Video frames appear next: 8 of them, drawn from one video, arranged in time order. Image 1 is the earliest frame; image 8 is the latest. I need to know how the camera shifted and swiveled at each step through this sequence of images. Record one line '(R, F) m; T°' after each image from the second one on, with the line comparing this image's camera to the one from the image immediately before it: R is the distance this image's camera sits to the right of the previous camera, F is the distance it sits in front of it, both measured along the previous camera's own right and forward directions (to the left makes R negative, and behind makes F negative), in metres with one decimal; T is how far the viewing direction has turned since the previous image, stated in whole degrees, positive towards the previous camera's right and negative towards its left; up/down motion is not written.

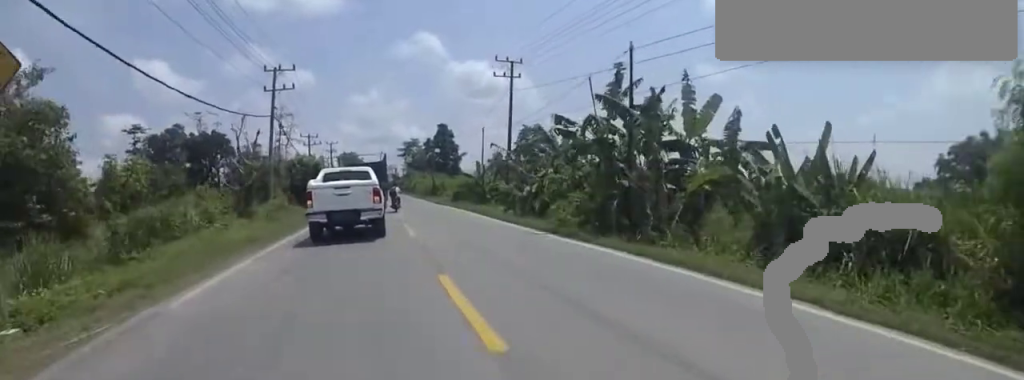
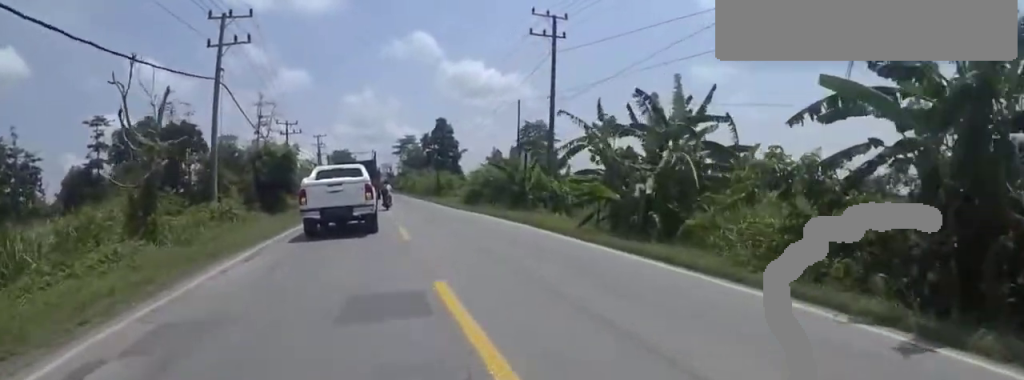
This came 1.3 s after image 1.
(+1.2, +9.7) m; +1°
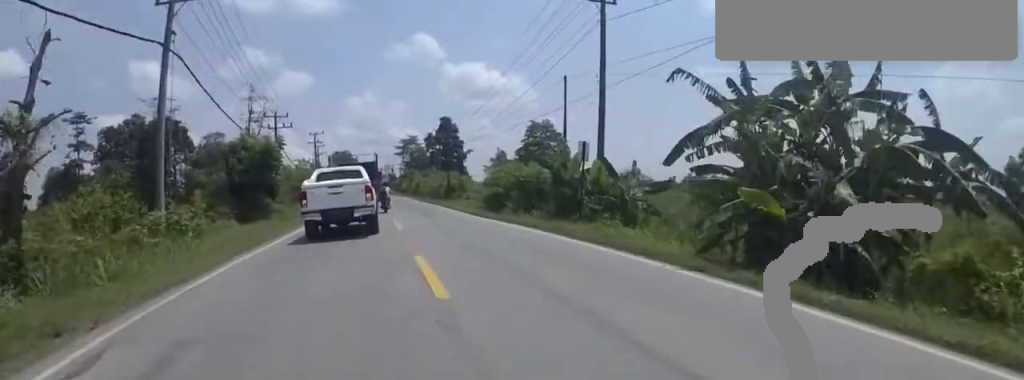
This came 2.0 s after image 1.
(-0.3, +5.5) m; -4°
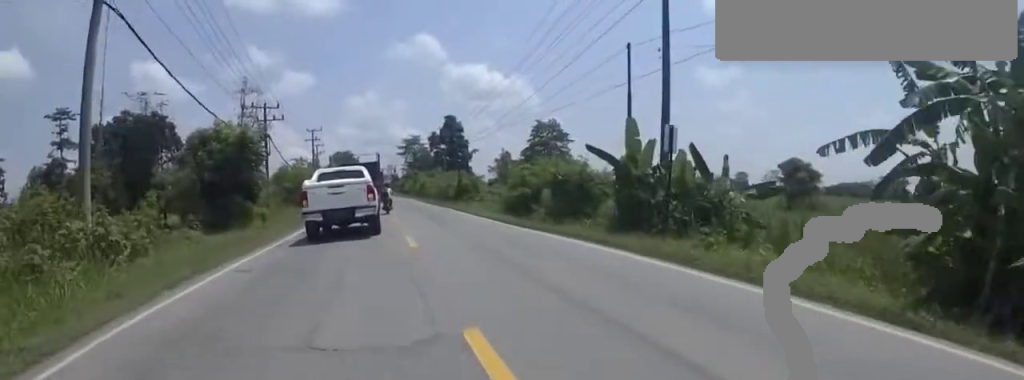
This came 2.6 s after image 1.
(-0.6, +4.3) m; -1°
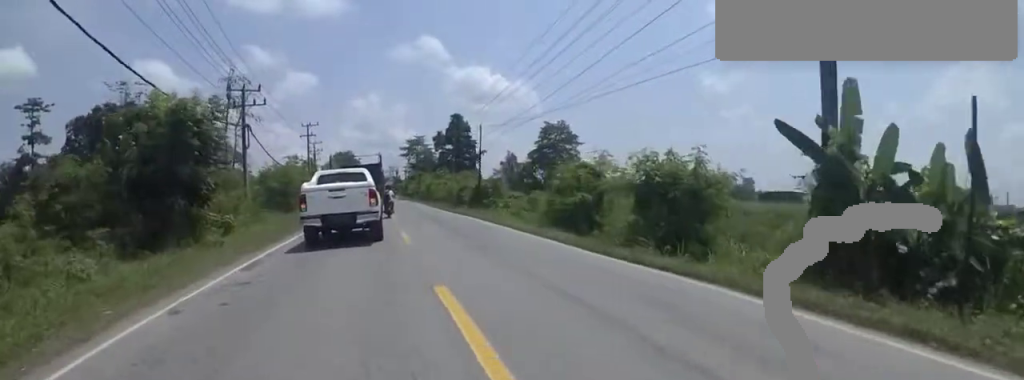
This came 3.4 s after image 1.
(+0.6, +5.8) m; +6°
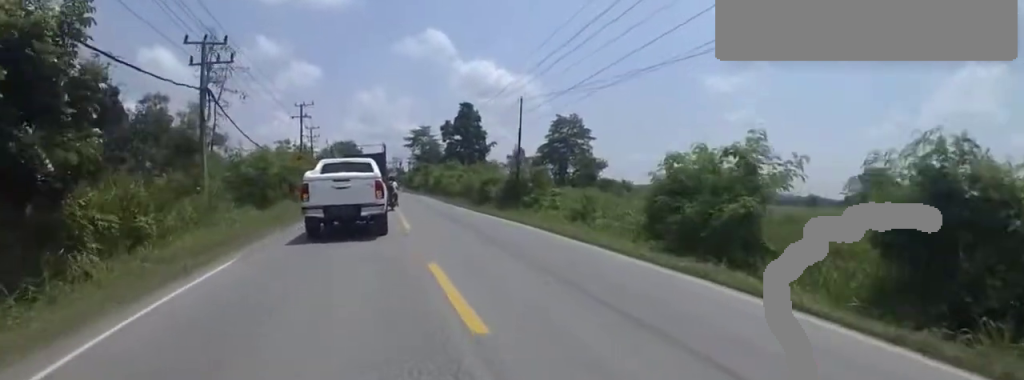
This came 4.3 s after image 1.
(+0.4, +6.9) m; -3°
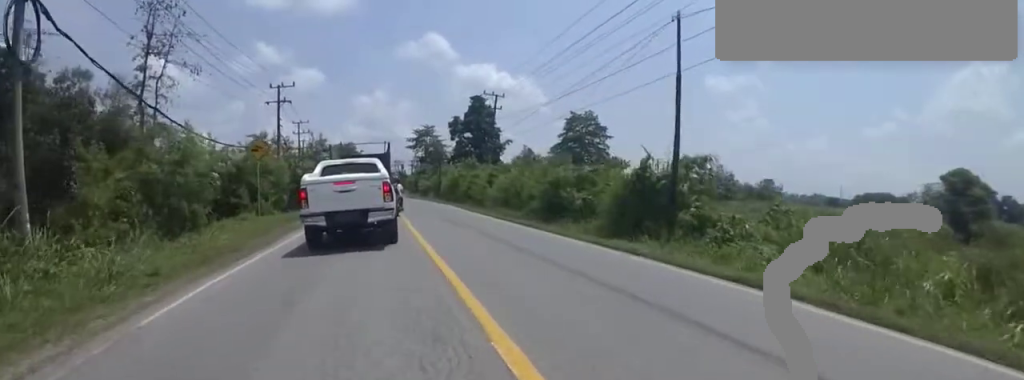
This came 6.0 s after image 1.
(-1.2, +11.2) m; -8°
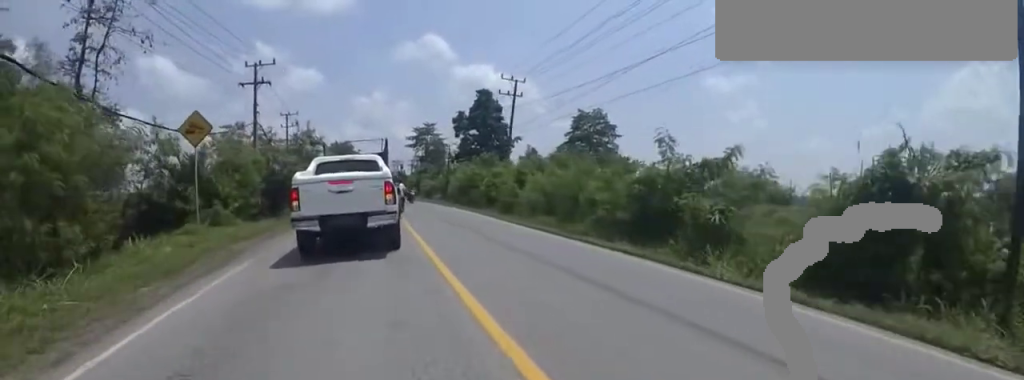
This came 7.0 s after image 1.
(0.0, +6.1) m; -2°
